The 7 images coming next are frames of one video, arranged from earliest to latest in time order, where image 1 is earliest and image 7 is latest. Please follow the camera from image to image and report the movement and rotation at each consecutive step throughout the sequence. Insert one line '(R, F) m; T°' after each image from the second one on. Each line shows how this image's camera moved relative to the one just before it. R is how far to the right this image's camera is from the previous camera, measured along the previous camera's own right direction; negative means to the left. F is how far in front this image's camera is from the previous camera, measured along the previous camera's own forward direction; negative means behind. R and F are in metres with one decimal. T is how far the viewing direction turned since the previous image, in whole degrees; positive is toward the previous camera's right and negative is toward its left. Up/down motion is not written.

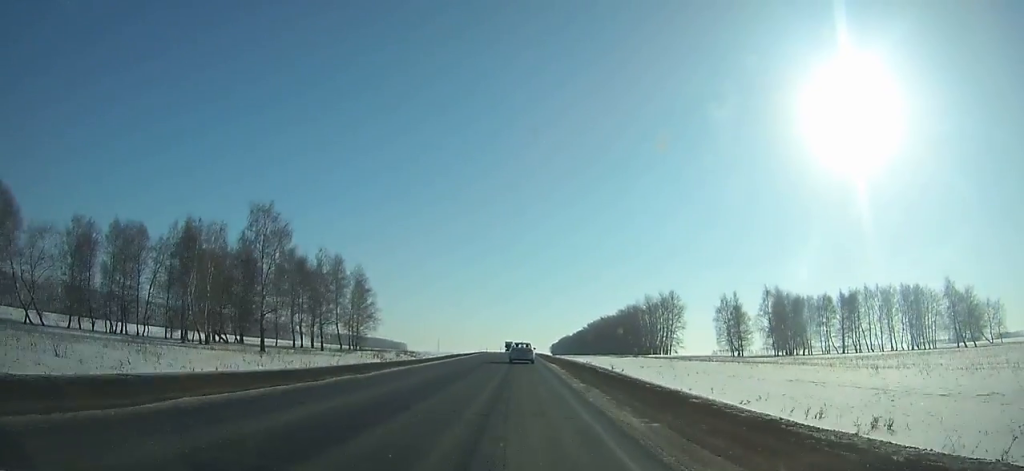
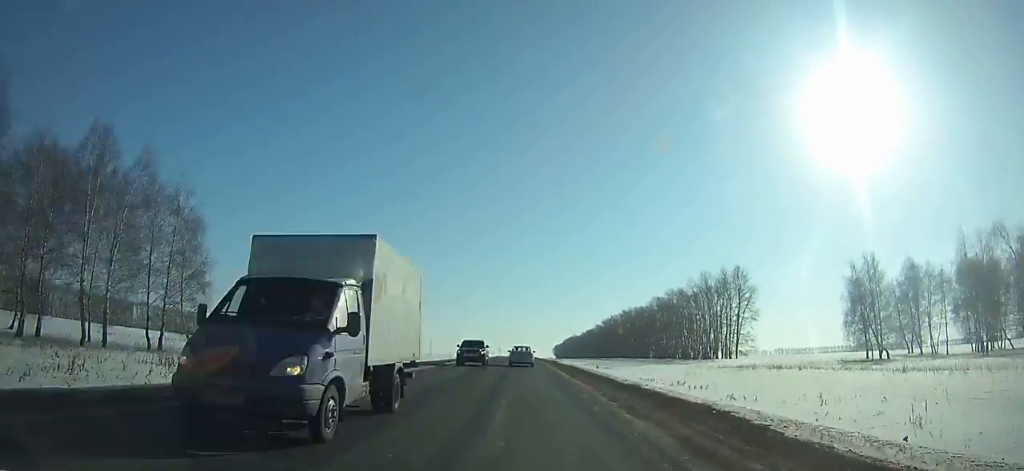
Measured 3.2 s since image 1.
(-0.1, +76.5) m; 0°
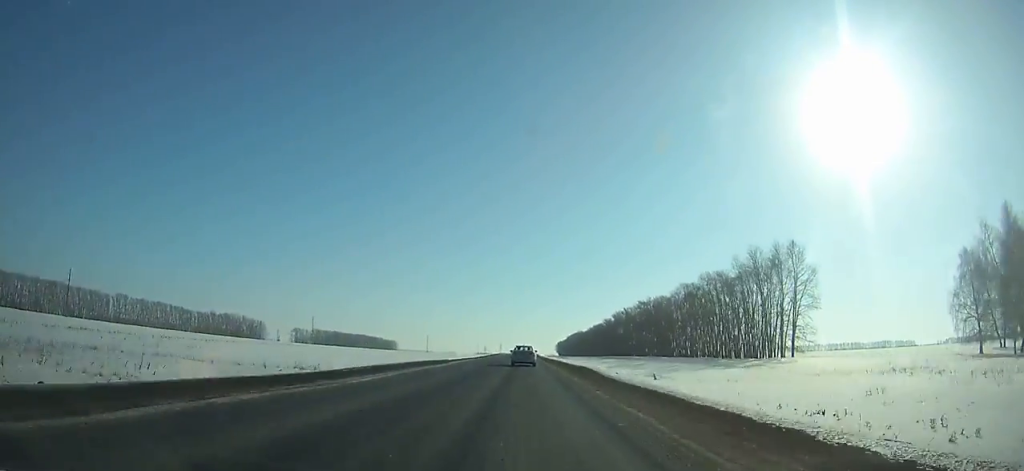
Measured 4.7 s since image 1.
(0.0, +35.7) m; 0°
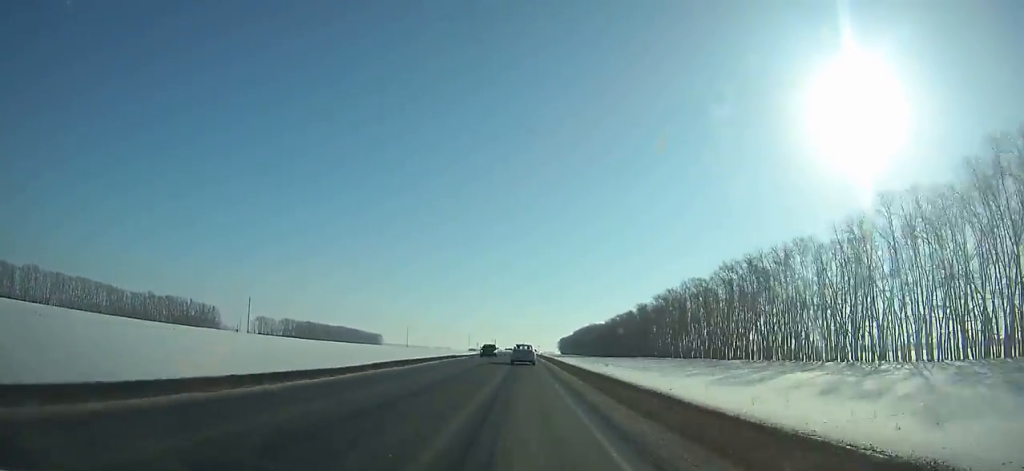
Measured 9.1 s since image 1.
(-0.1, +104.8) m; 0°
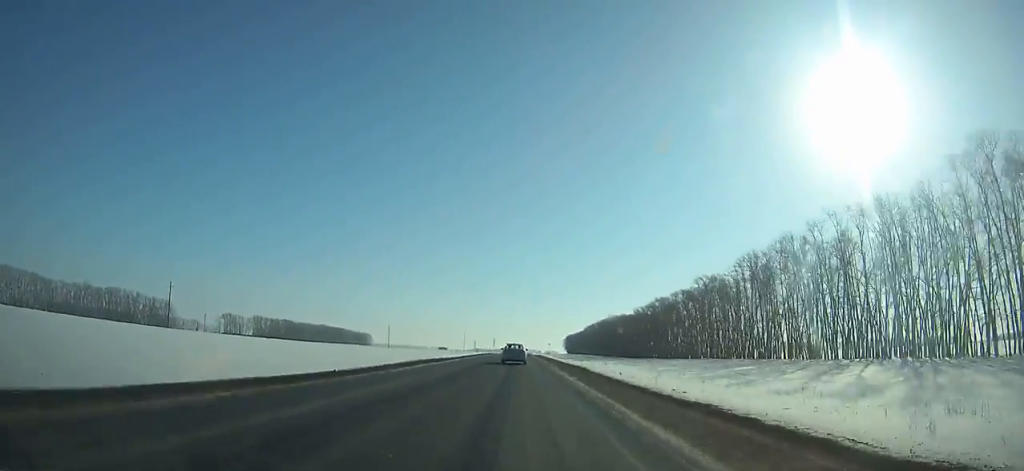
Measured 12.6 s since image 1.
(+0.1, +84.1) m; 0°
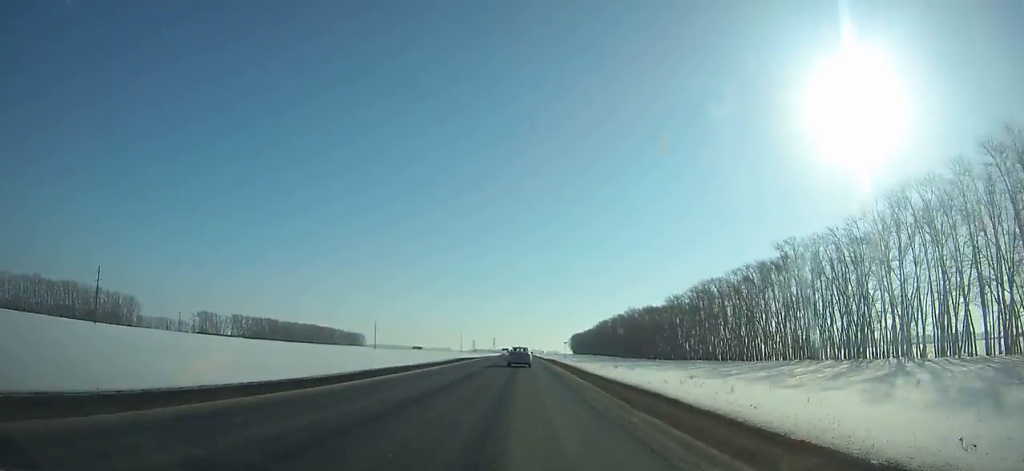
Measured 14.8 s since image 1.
(0.0, +53.0) m; 0°
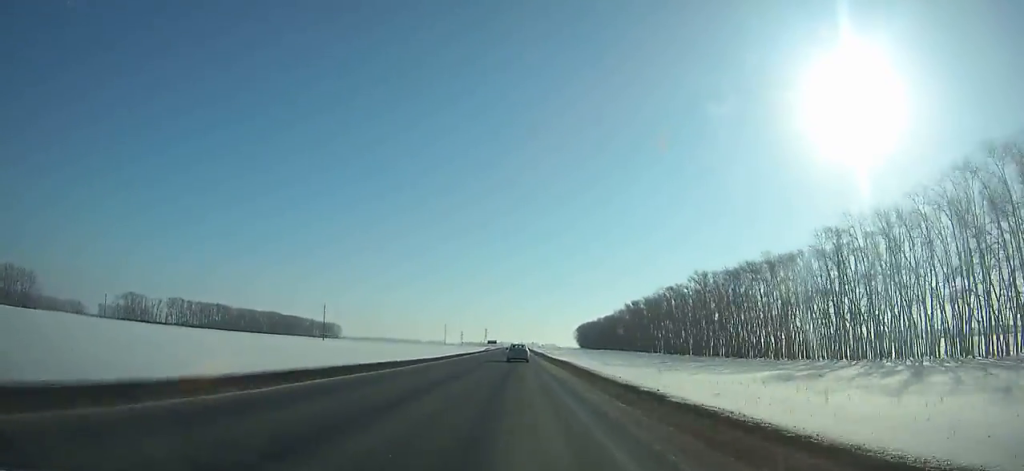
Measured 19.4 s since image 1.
(-0.2, +109.8) m; 0°
